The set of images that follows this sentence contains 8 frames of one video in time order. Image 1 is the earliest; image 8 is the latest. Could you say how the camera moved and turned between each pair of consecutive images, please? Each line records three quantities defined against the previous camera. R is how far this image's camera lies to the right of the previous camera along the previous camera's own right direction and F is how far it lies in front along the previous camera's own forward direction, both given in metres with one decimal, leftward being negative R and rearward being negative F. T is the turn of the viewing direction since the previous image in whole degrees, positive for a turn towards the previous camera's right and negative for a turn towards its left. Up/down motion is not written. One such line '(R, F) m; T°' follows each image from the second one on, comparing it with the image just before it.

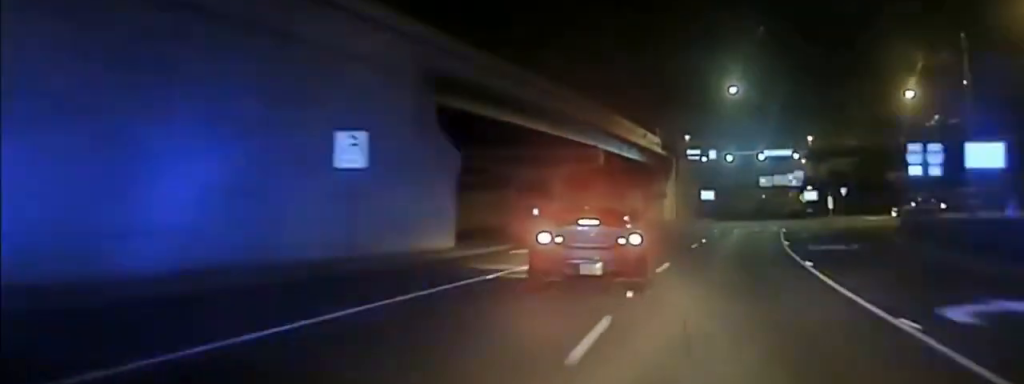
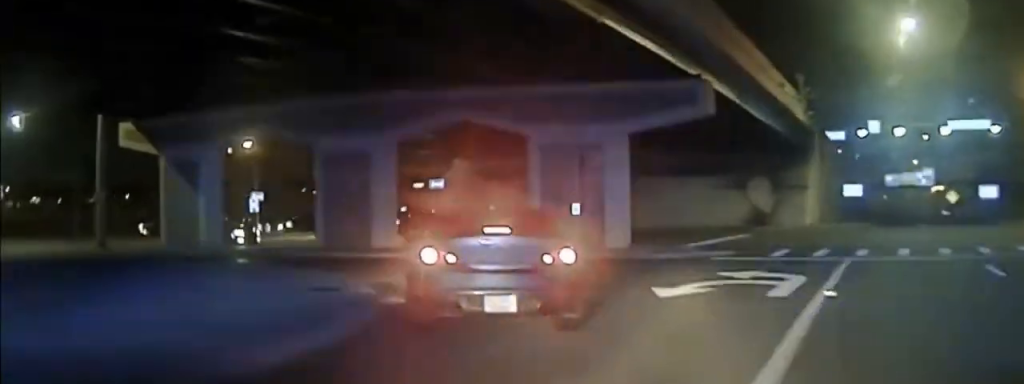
(+0.3, +32.2) m; -2°
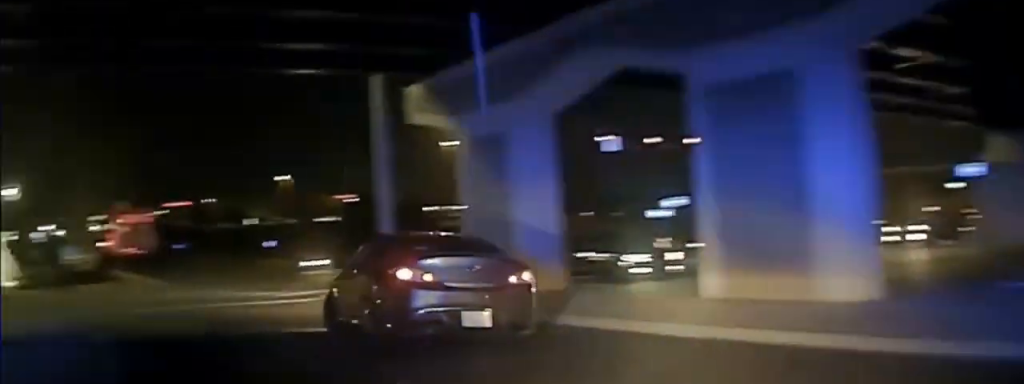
(-1.0, +20.4) m; -4°
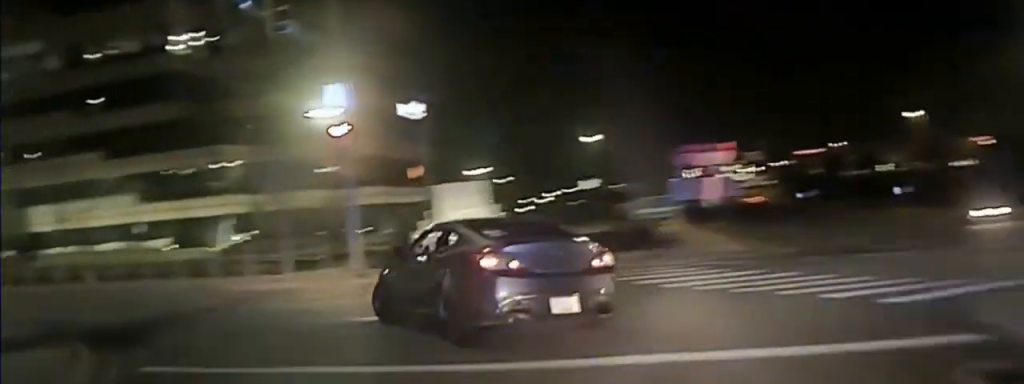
(-0.6, +7.9) m; -65°
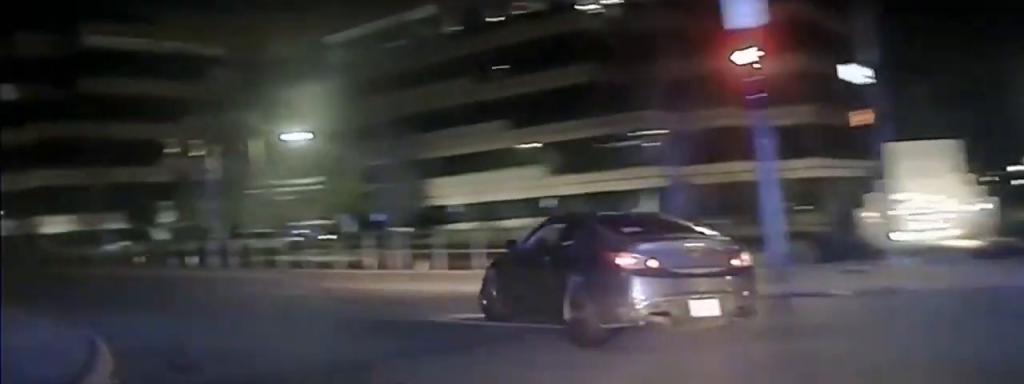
(-4.0, +0.9) m; -80°
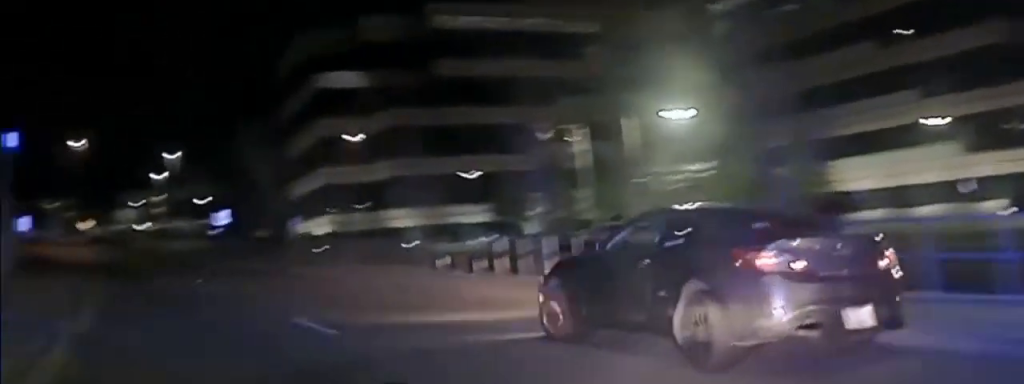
(-0.4, +8.0) m; -2°
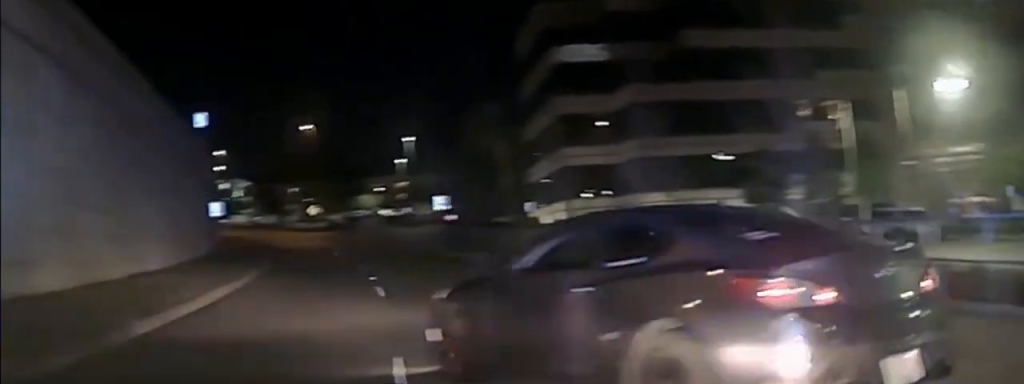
(-0.1, +5.8) m; 0°
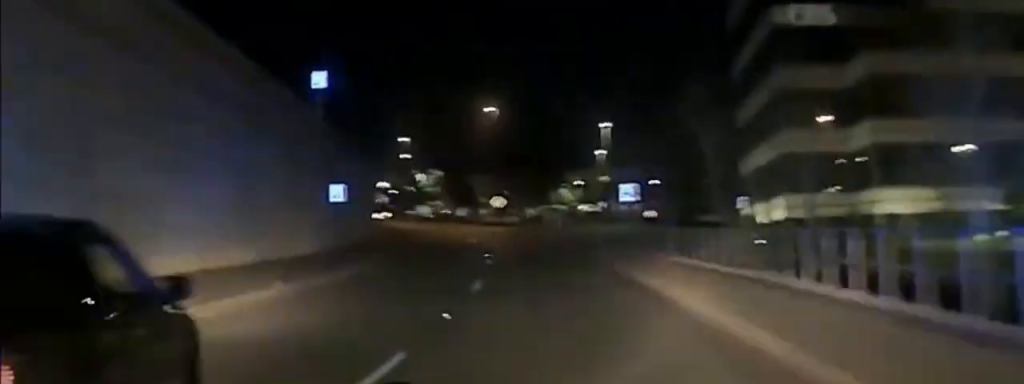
(0.0, +11.5) m; -1°
